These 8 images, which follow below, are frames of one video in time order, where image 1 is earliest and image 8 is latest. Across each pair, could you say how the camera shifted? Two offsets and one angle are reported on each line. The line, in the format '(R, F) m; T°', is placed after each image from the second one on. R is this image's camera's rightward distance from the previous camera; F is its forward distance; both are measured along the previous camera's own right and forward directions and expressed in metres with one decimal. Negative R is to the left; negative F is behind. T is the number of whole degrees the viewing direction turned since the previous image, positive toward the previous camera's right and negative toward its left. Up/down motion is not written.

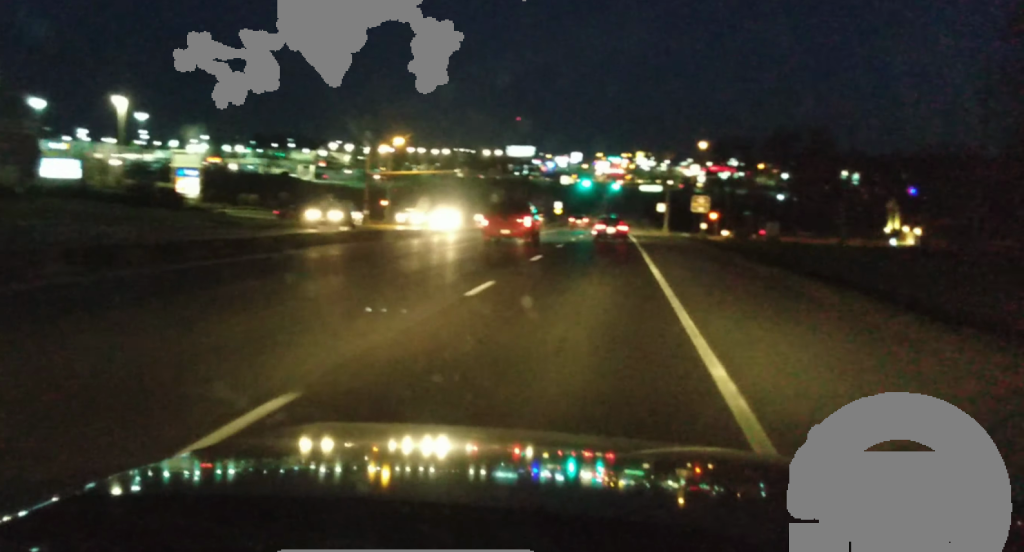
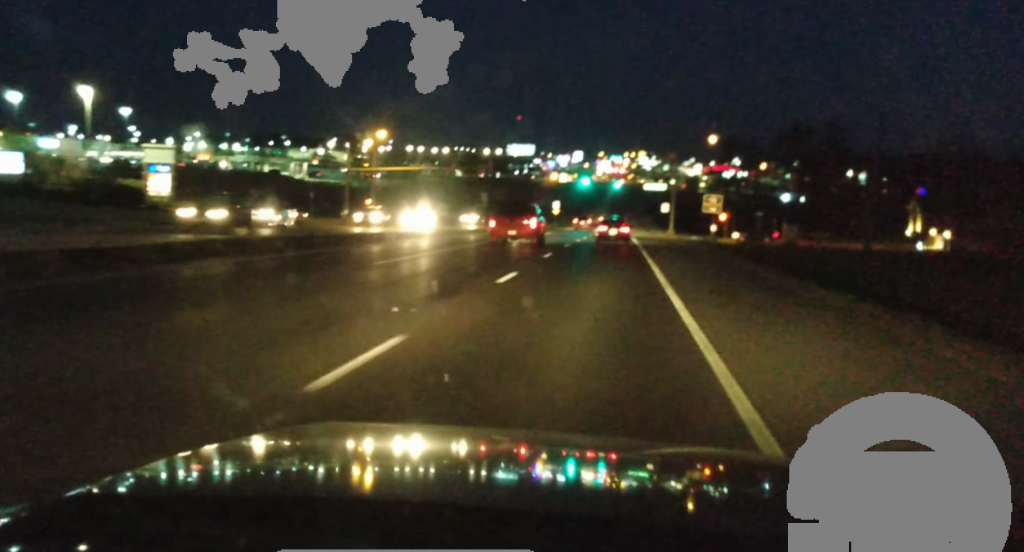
(-0.2, +8.7) m; 0°
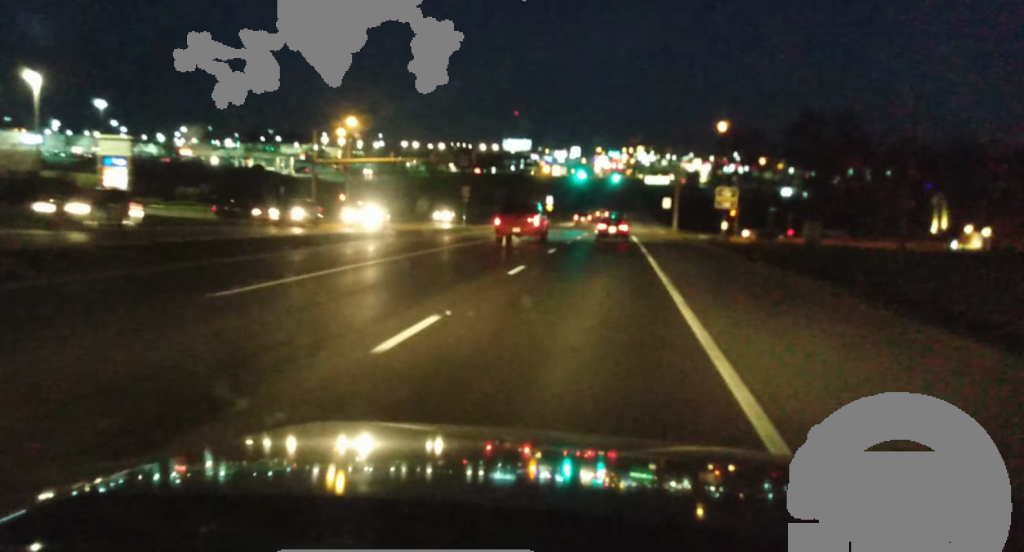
(+0.2, +10.3) m; +1°
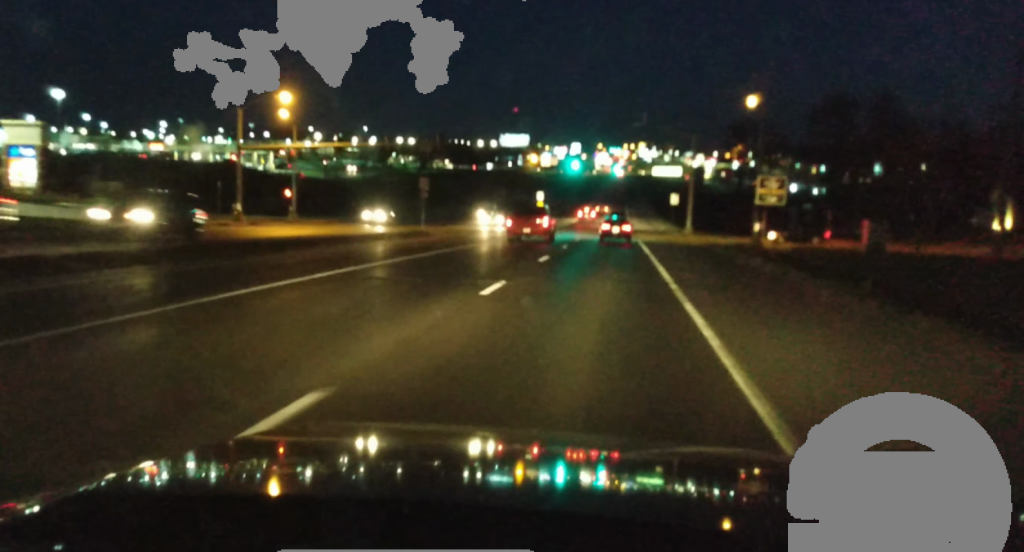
(+0.1, +17.5) m; 0°
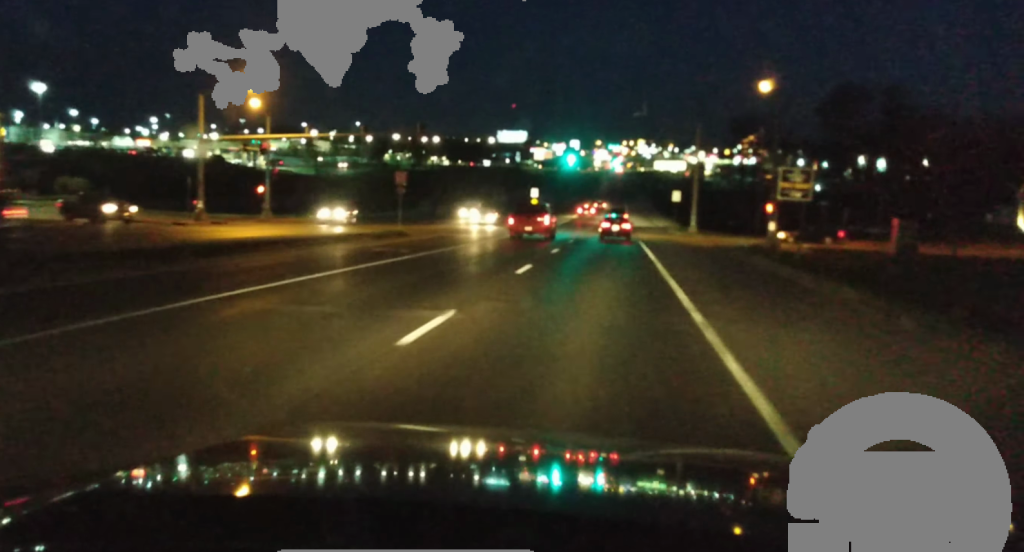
(0.0, +6.2) m; -1°
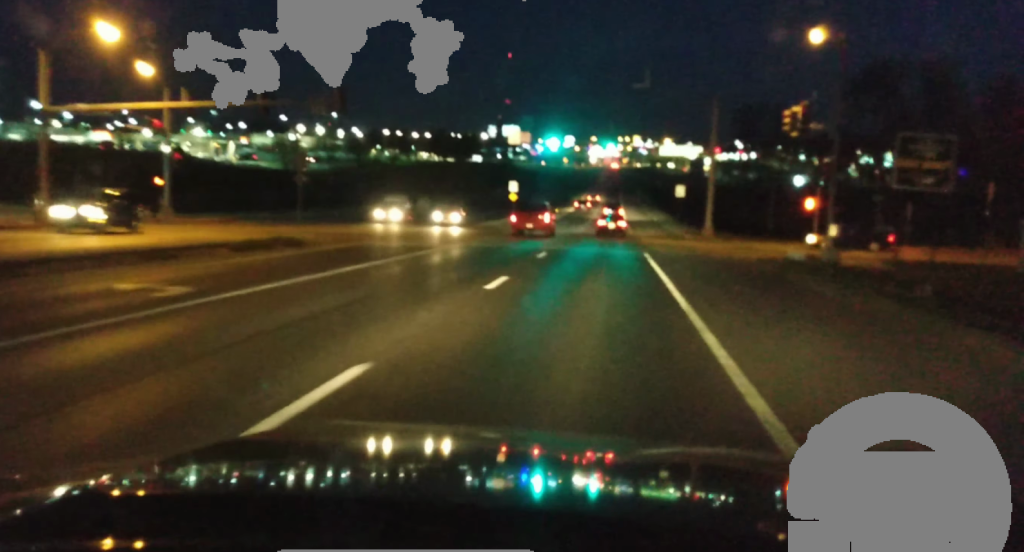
(-0.2, +16.5) m; -2°
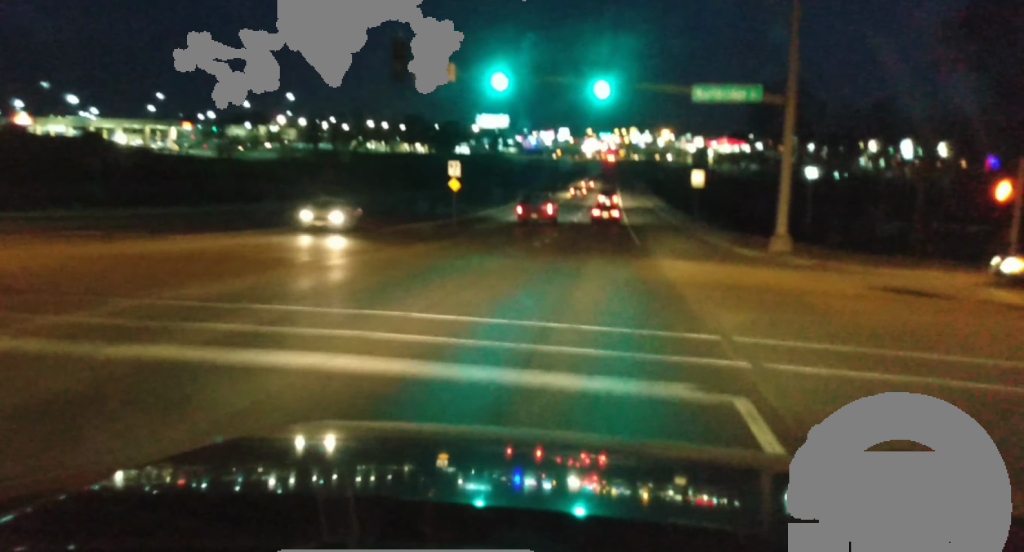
(+0.1, +28.6) m; +2°
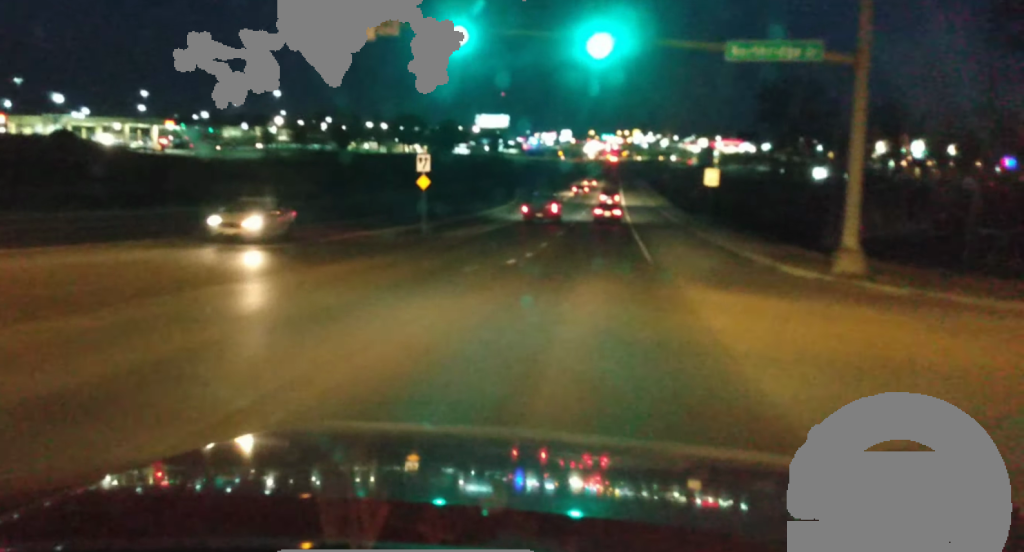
(+0.1, +10.1) m; 0°
